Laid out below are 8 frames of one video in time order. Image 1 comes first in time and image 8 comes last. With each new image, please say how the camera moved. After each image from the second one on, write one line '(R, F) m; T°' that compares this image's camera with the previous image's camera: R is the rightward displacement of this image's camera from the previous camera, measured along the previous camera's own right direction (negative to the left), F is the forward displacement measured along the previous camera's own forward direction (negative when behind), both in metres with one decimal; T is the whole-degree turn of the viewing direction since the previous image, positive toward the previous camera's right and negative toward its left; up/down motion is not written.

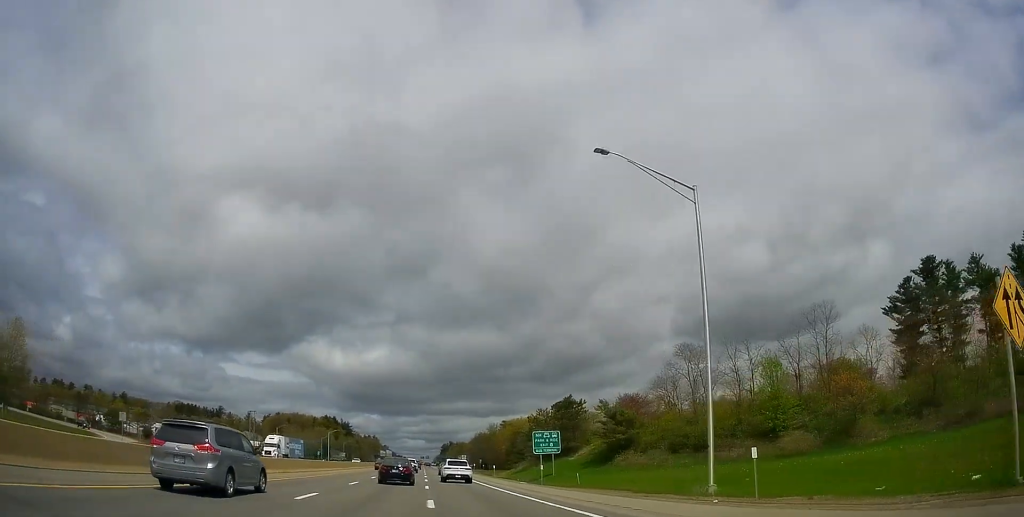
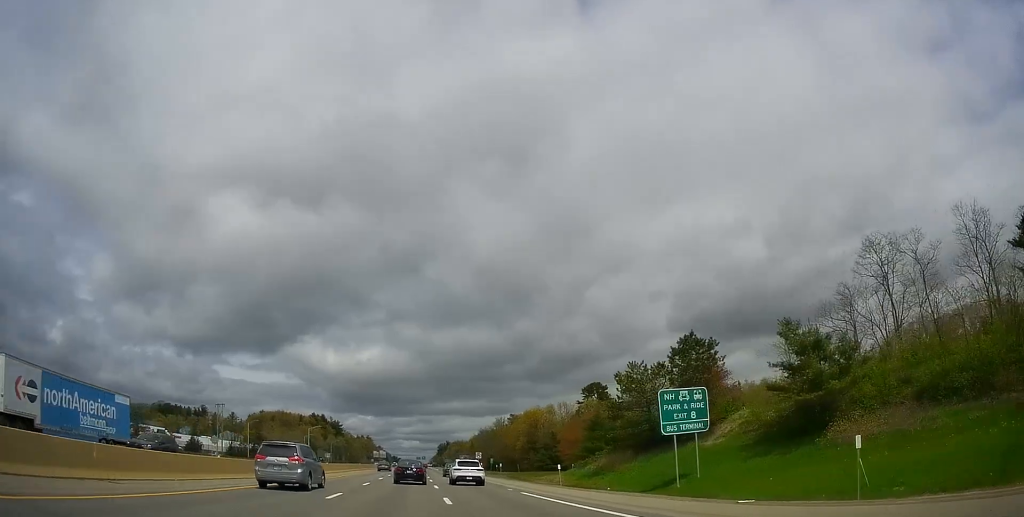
(-0.4, +35.3) m; -1°
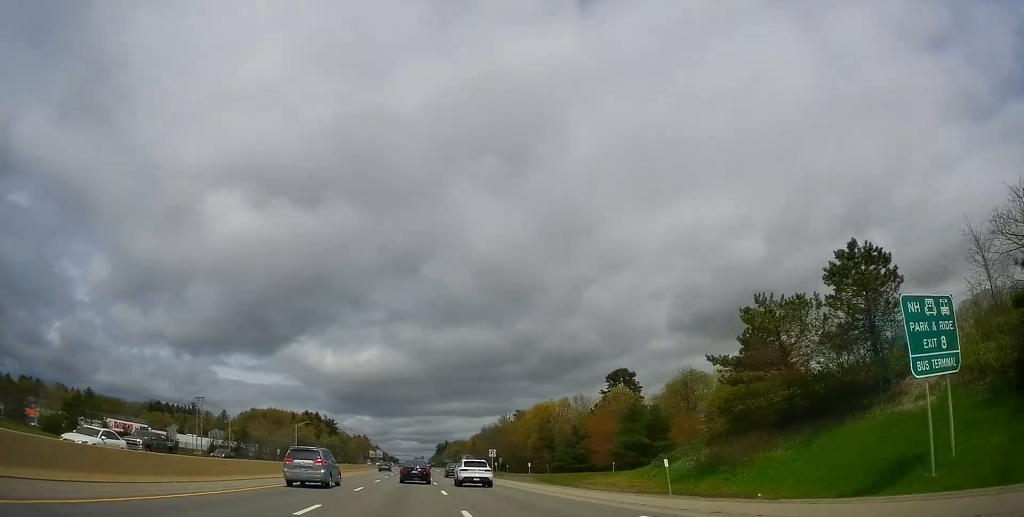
(+0.2, +18.0) m; 0°
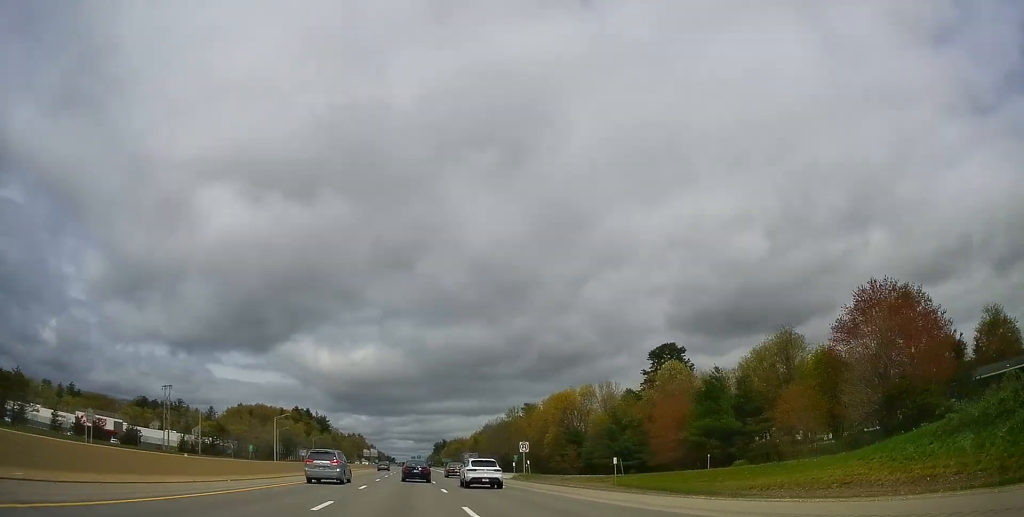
(-0.7, +22.9) m; 0°
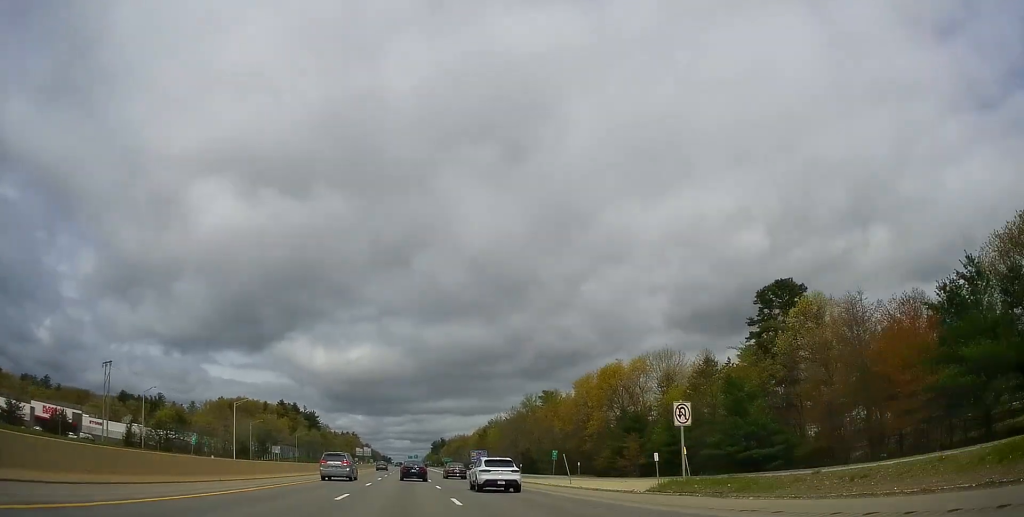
(+1.0, +31.5) m; +1°
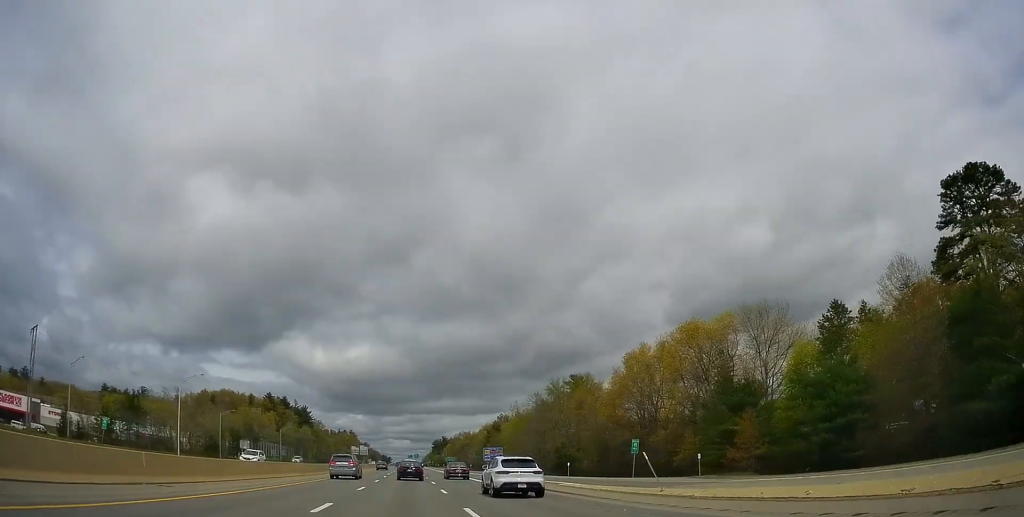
(-0.7, +28.1) m; 0°
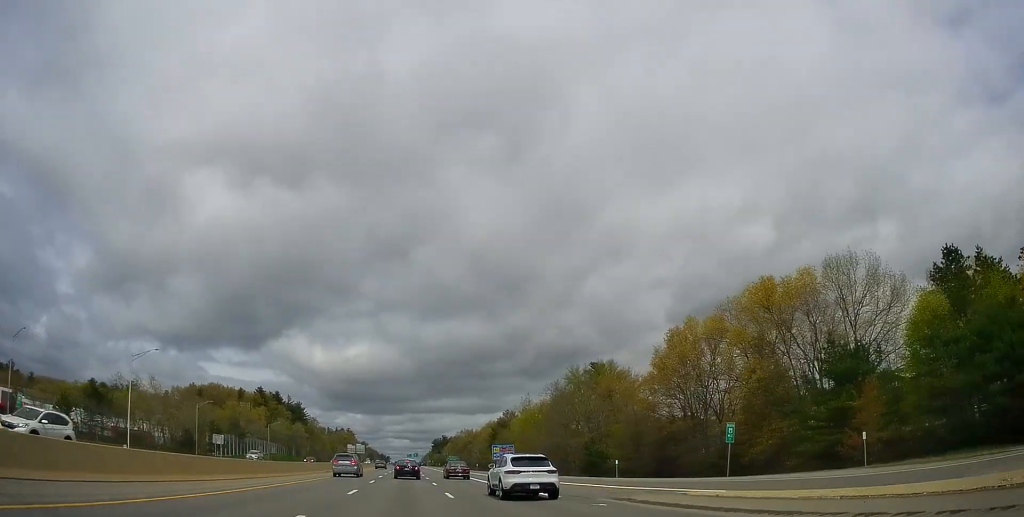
(+0.2, +16.1) m; +1°
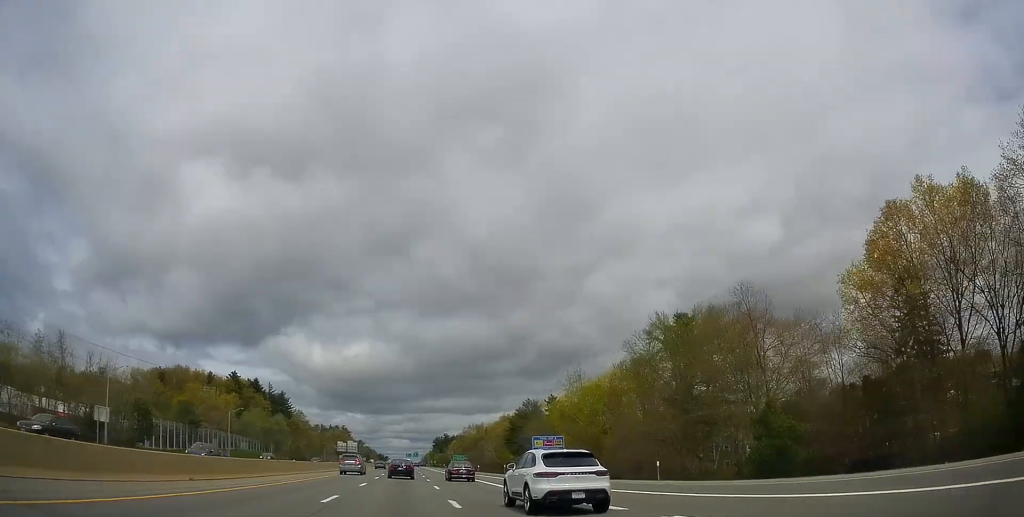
(+0.7, +40.7) m; +1°
